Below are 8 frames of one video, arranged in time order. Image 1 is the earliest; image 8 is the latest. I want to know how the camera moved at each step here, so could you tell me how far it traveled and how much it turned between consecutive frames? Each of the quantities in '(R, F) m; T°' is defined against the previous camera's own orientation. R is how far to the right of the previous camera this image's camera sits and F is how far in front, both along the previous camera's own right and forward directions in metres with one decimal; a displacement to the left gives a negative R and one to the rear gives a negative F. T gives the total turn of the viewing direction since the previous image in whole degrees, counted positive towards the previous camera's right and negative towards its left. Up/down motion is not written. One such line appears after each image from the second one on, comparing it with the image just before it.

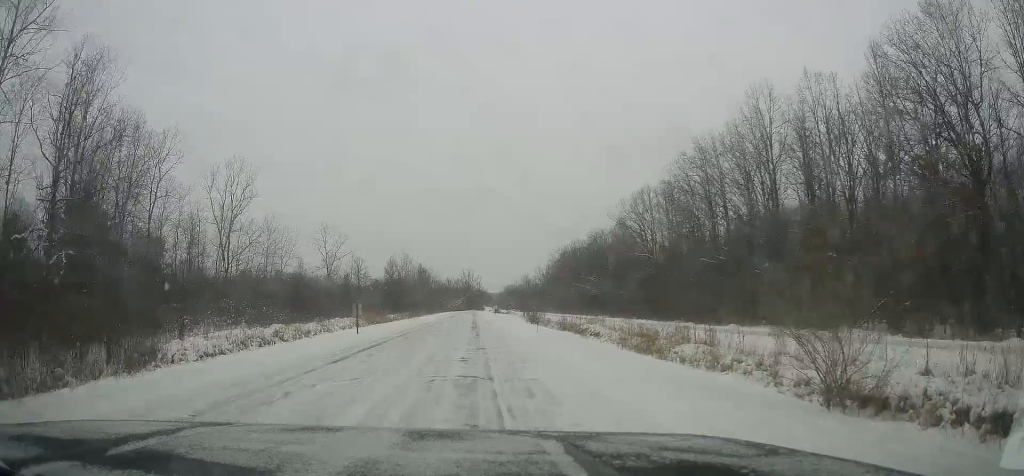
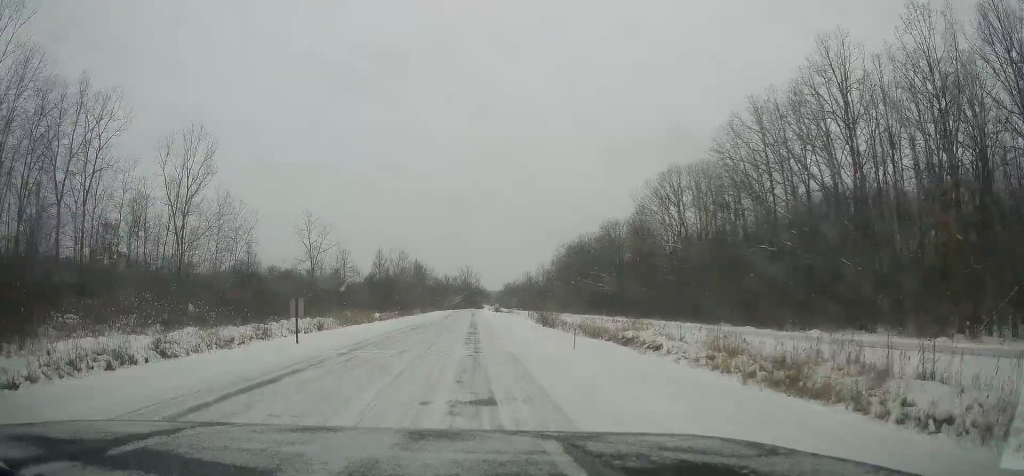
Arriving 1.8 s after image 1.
(0.0, +13.0) m; 0°
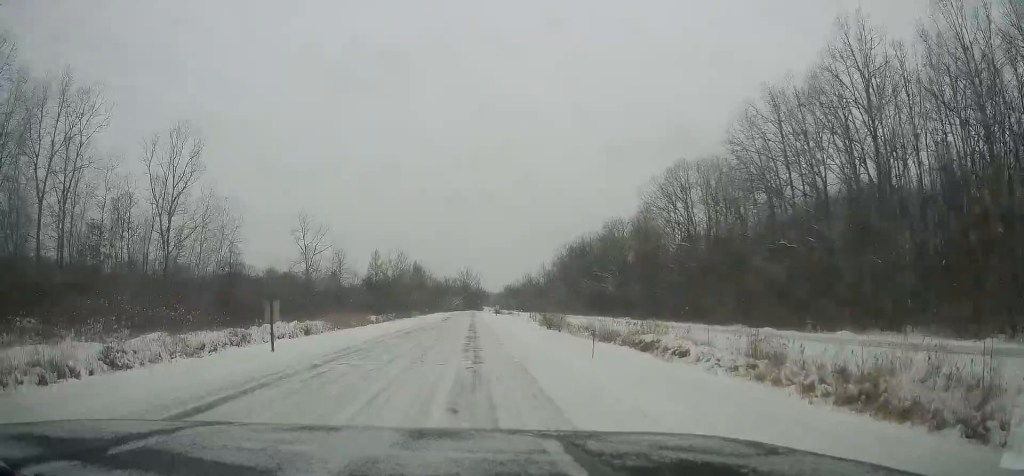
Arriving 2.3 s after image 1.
(0.0, +3.2) m; 0°
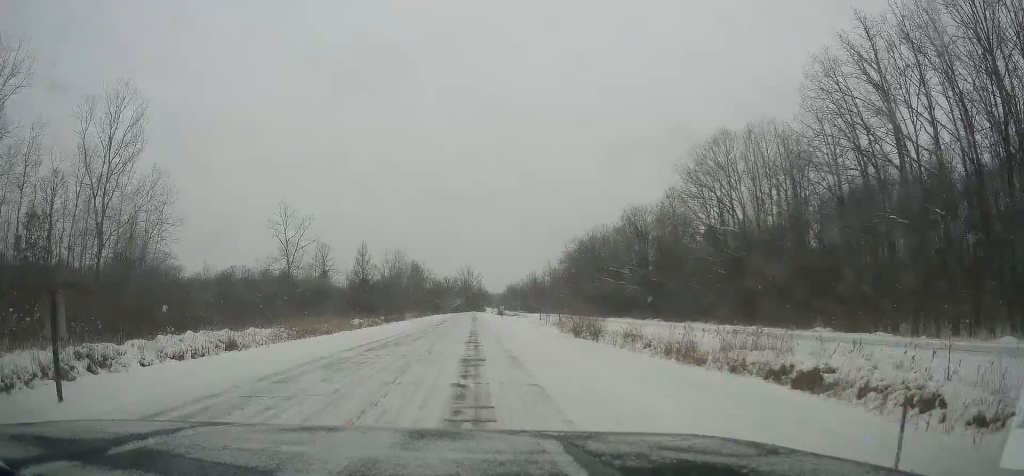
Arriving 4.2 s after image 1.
(-0.1, +12.9) m; -5°
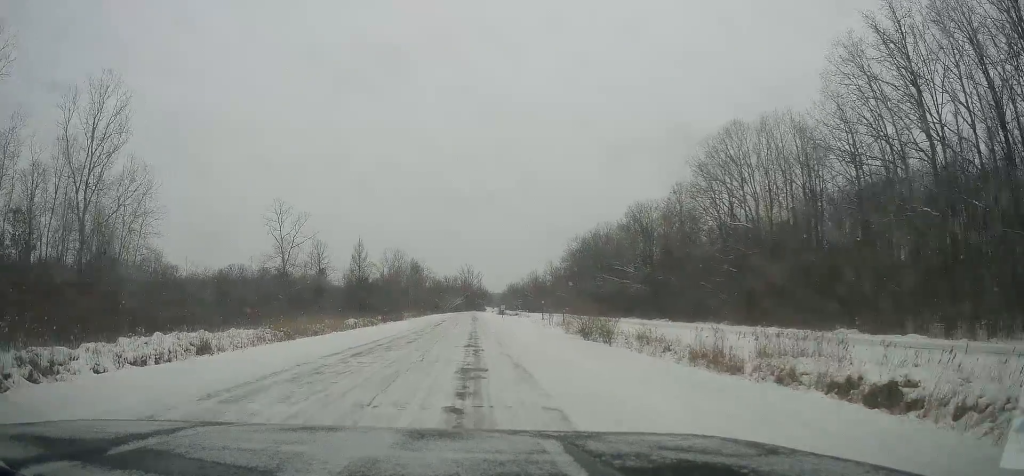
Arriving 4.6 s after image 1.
(-0.2, +2.9) m; 0°
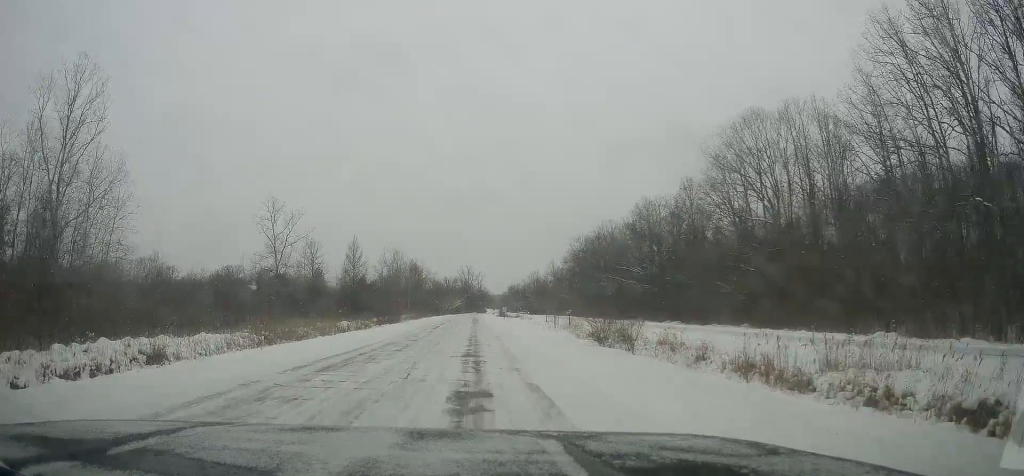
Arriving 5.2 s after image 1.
(-0.2, +4.0) m; +1°
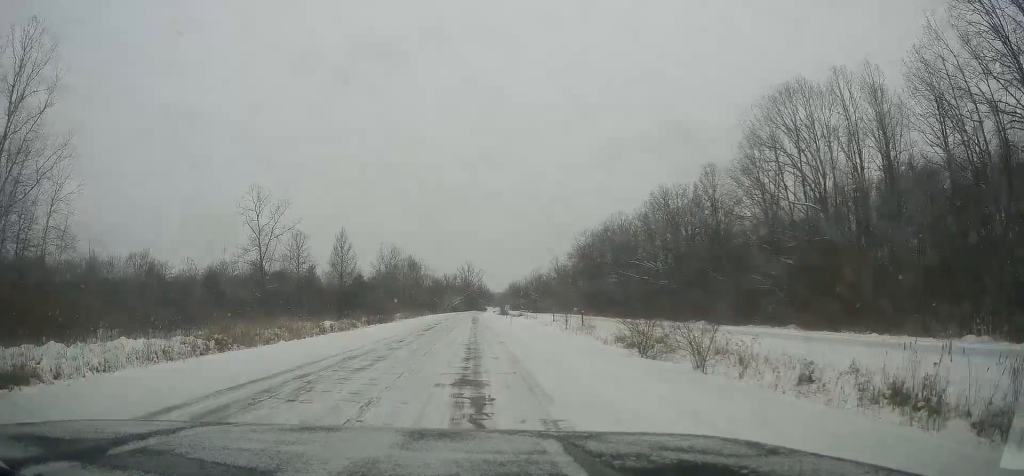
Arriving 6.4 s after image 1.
(+0.5, +7.5) m; +4°
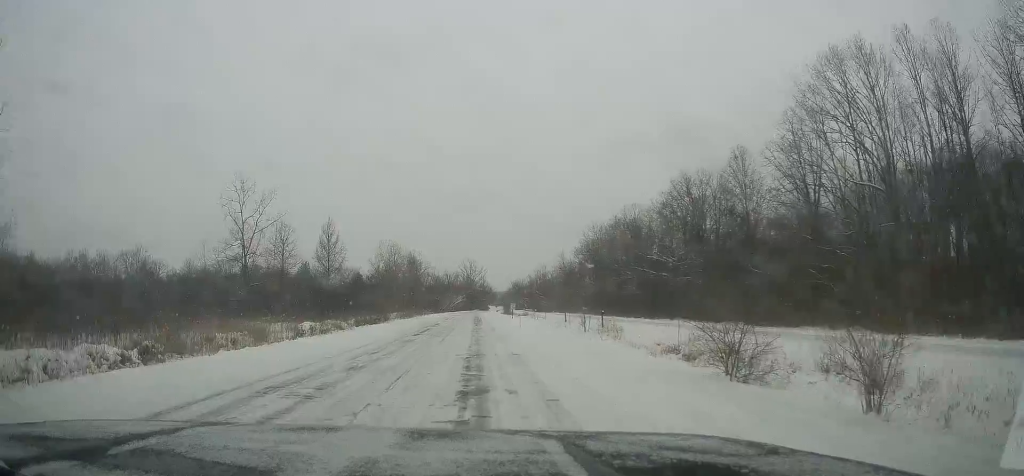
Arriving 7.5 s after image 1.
(0.0, +7.8) m; -2°
